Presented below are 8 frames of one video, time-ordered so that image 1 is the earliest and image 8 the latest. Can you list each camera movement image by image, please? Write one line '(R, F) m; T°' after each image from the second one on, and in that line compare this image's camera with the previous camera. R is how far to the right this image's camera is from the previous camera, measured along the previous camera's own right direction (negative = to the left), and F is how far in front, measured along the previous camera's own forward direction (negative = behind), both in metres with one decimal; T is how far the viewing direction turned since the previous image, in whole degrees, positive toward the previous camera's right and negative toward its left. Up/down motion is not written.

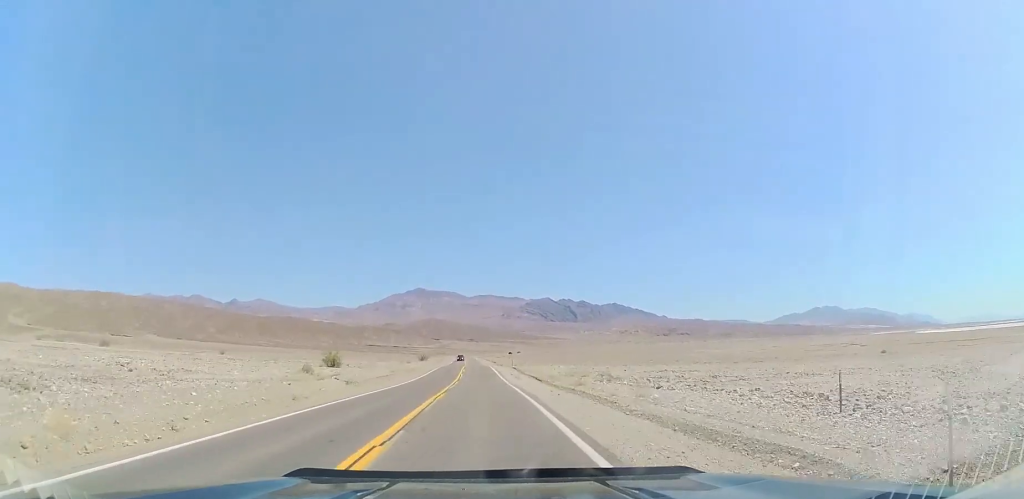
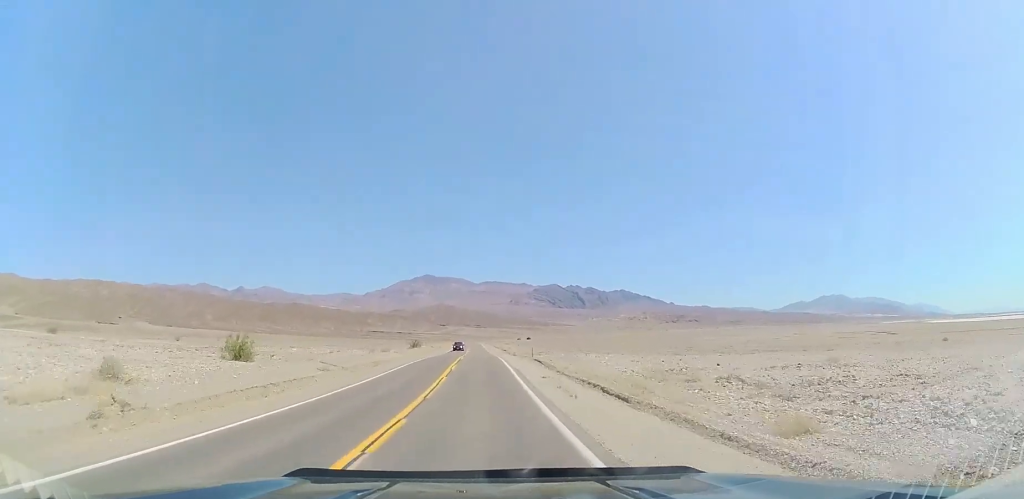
(-0.2, +27.2) m; -2°
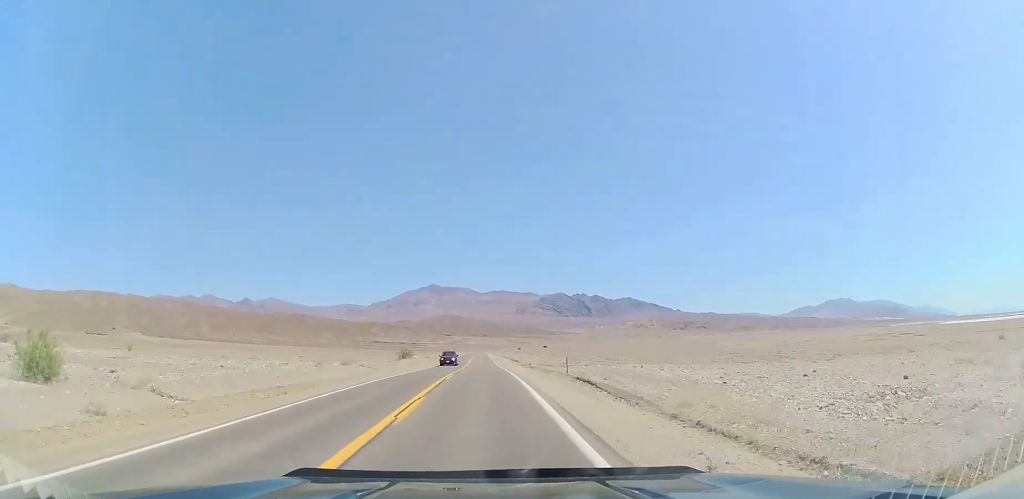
(-0.1, +21.3) m; -1°
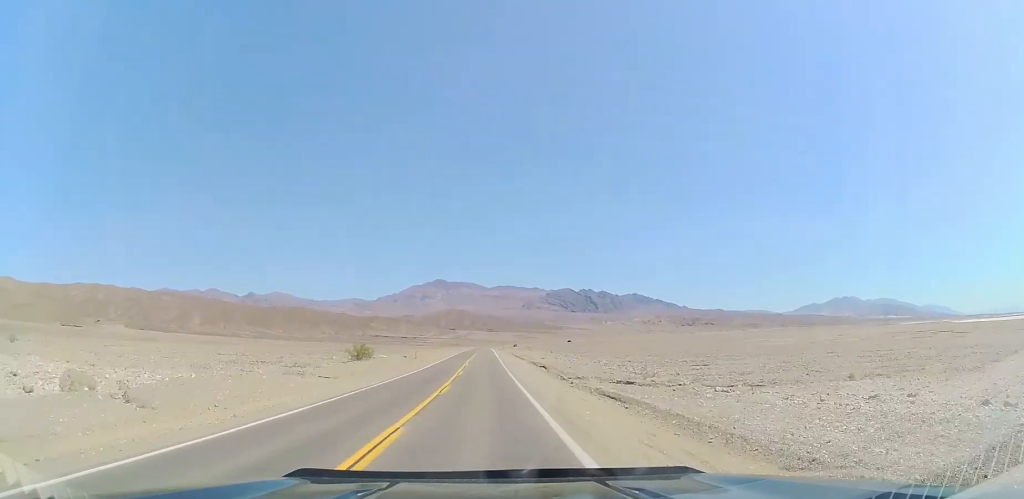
(-0.6, +34.2) m; 0°
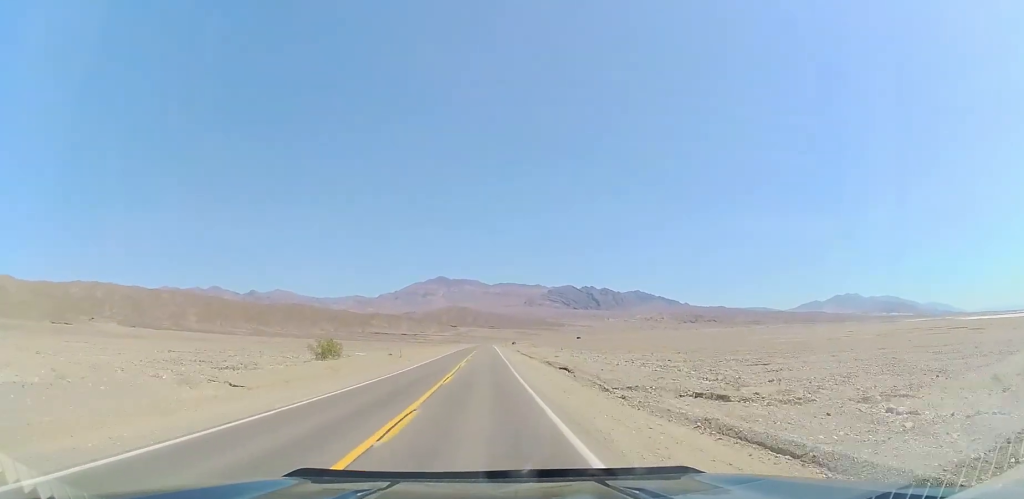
(+0.3, +12.3) m; 0°
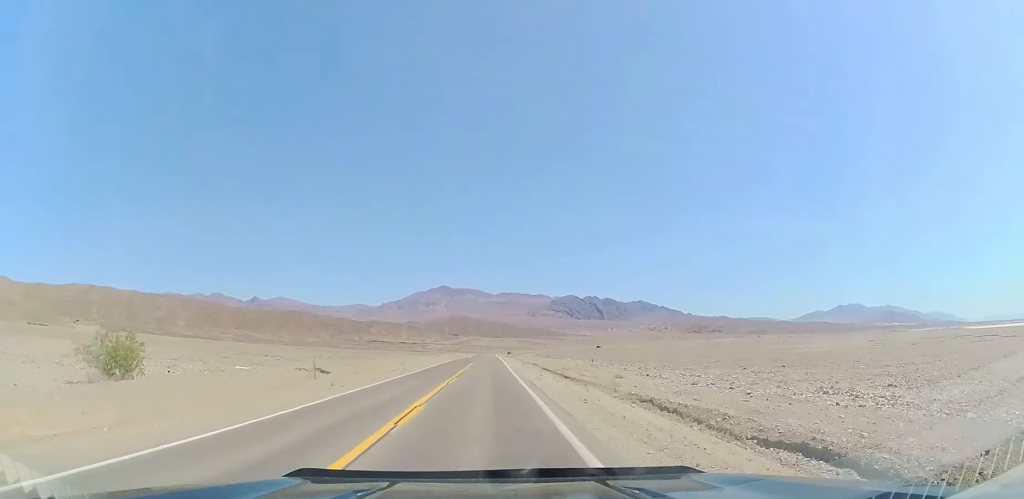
(-0.1, +26.7) m; 0°
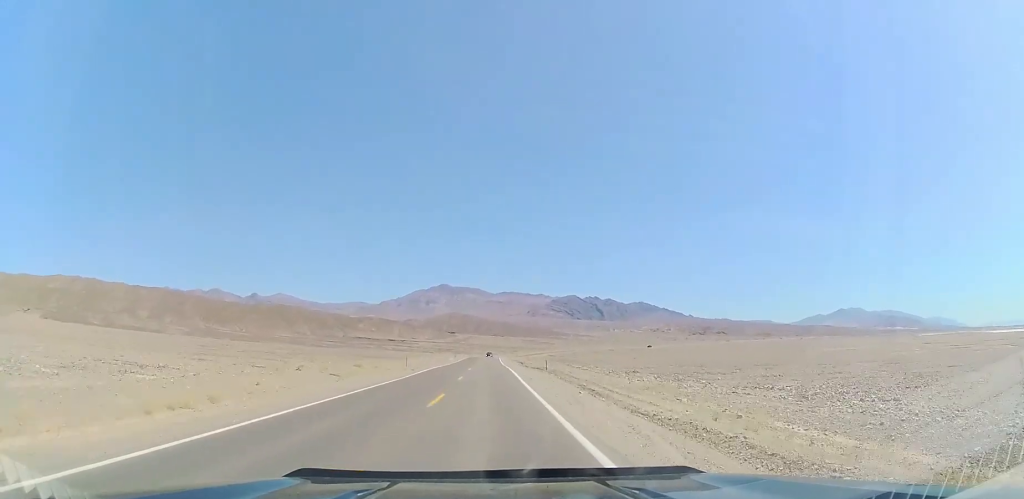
(-1.0, +67.6) m; -2°
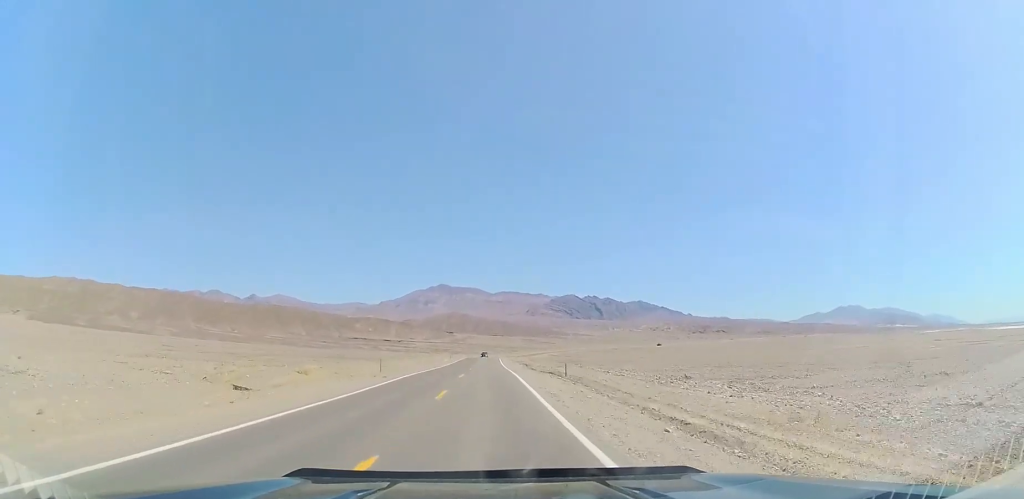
(-0.2, +12.5) m; 0°
